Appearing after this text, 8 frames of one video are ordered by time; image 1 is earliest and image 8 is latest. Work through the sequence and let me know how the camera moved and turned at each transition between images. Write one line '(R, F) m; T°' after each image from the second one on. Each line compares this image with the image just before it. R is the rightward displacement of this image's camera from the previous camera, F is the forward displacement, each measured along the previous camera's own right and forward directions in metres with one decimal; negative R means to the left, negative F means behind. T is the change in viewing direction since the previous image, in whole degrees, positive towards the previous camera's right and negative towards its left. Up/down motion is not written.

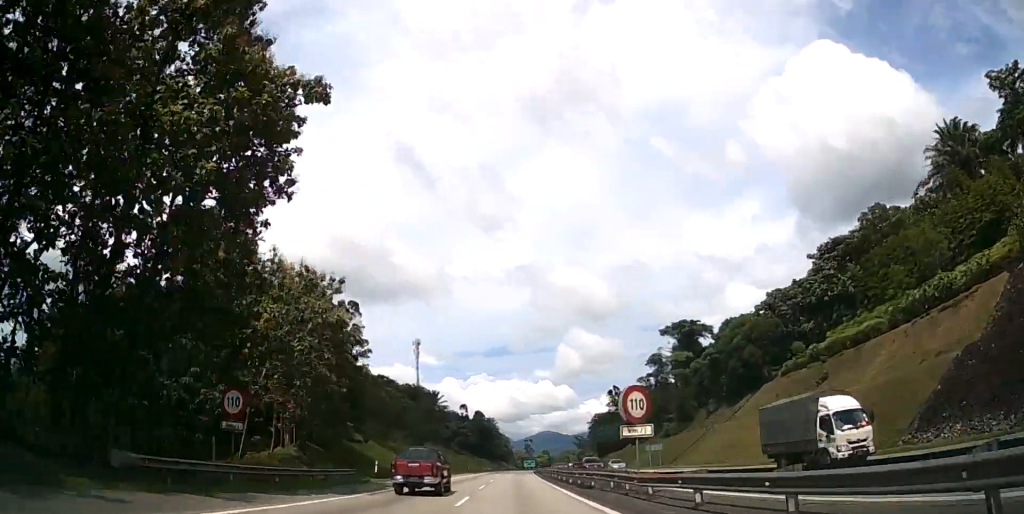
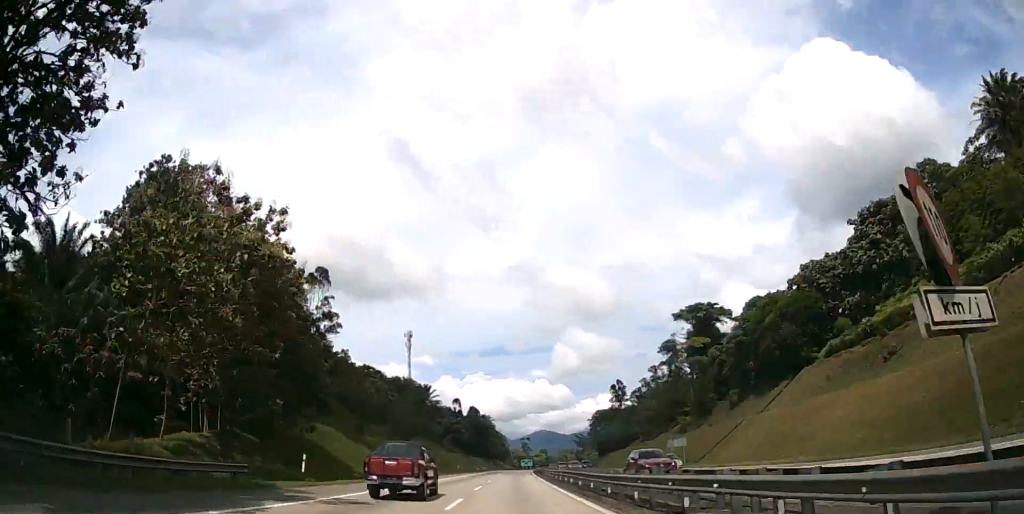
(+0.1, +13.7) m; 0°
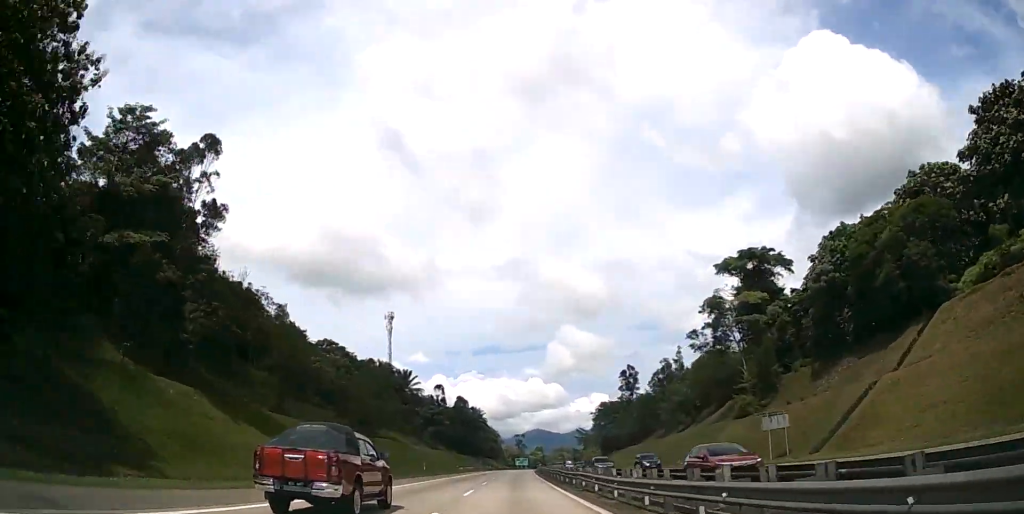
(+0.3, +29.7) m; +1°
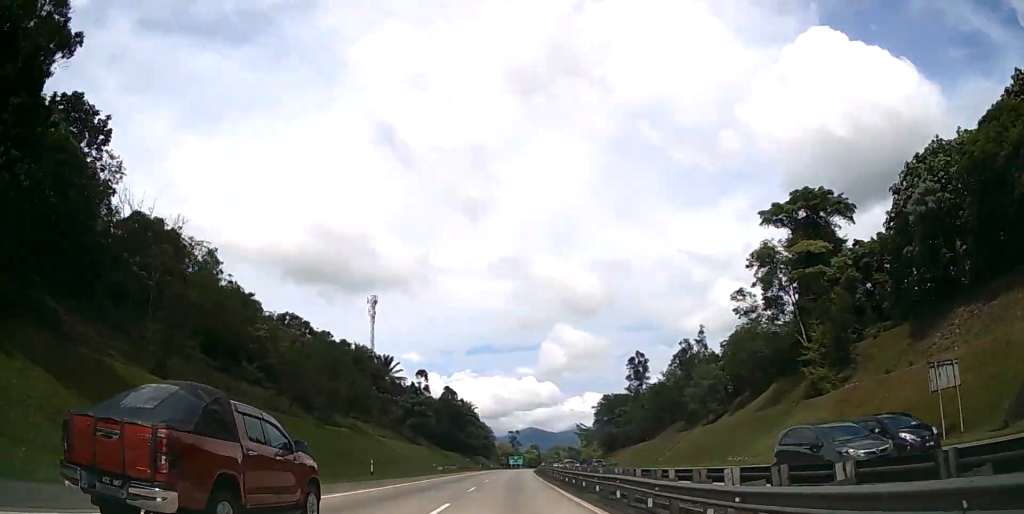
(0.0, +20.6) m; +1°
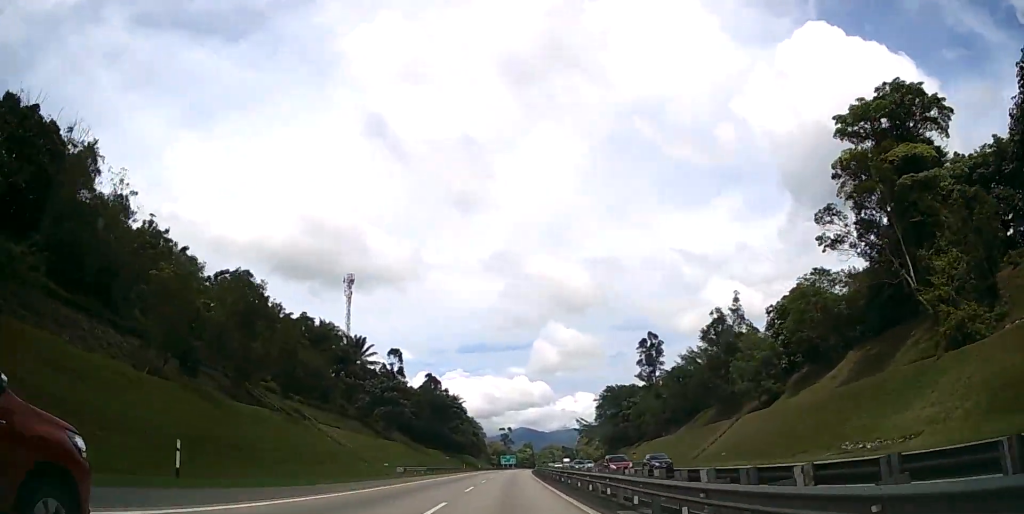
(+0.2, +23.1) m; +1°
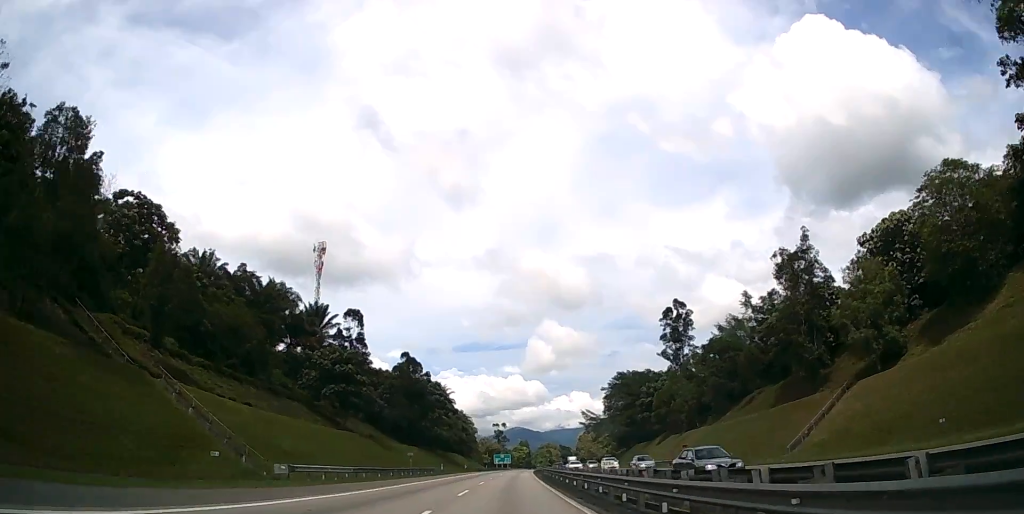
(+0.2, +26.8) m; +1°
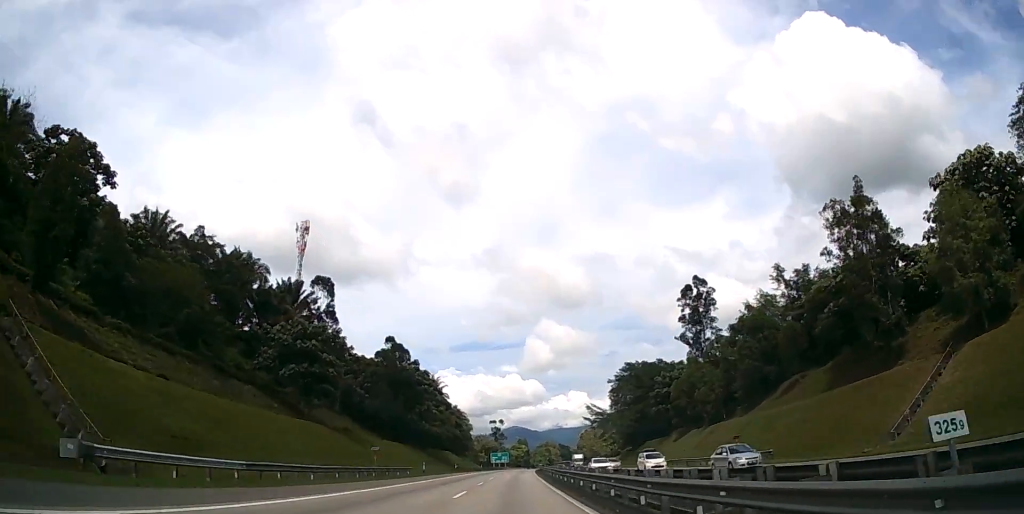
(+0.1, +14.1) m; 0°
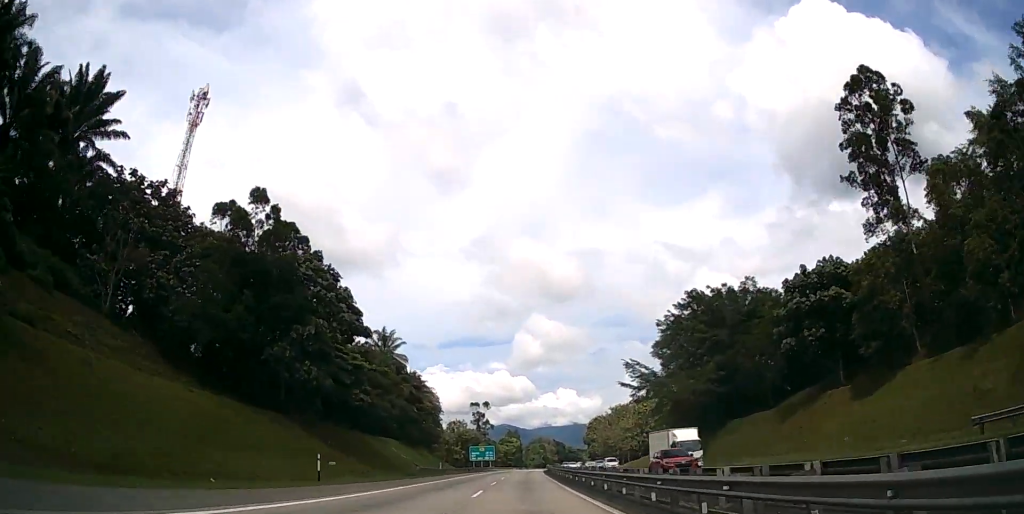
(+0.6, +59.2) m; +1°
